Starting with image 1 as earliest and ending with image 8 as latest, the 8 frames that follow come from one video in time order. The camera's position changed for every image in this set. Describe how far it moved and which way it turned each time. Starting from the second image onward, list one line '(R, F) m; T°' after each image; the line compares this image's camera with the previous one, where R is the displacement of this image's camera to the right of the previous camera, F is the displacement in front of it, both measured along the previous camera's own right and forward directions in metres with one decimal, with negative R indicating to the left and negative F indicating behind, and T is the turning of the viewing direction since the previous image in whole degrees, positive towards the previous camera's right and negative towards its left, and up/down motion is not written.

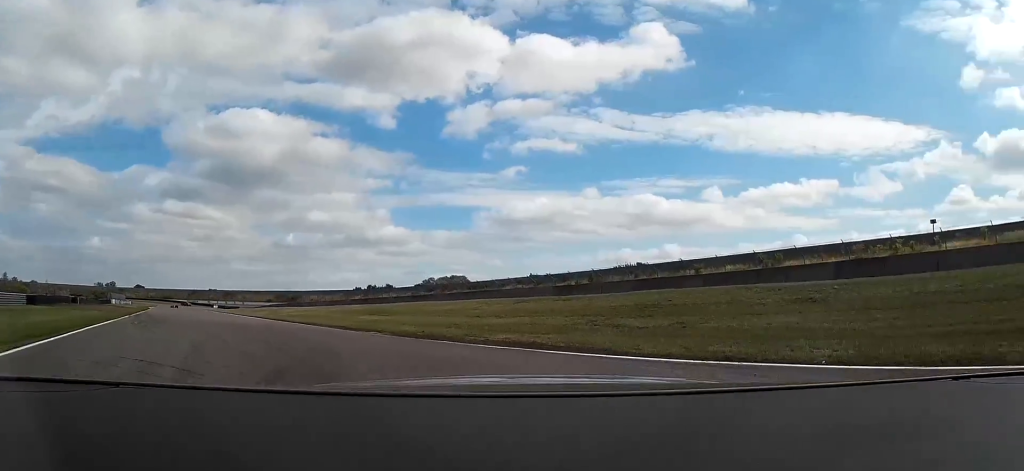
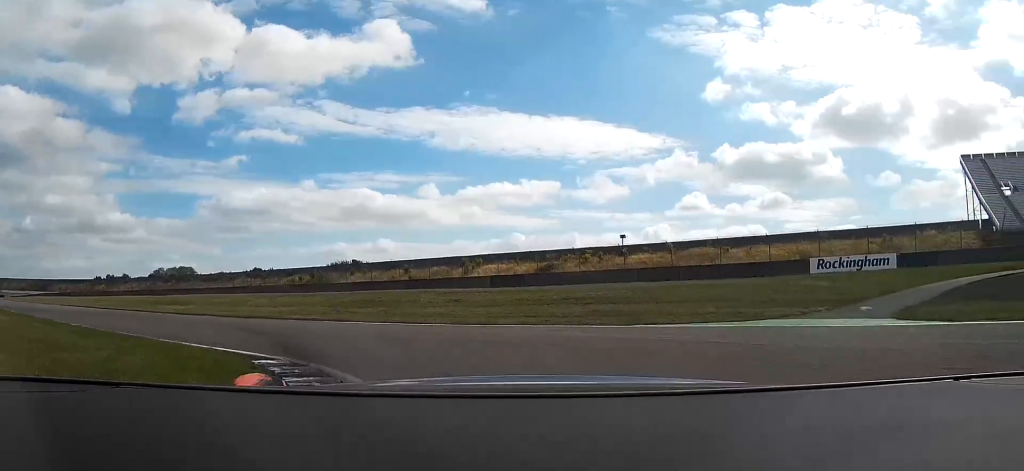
(+4.2, +16.7) m; +26°
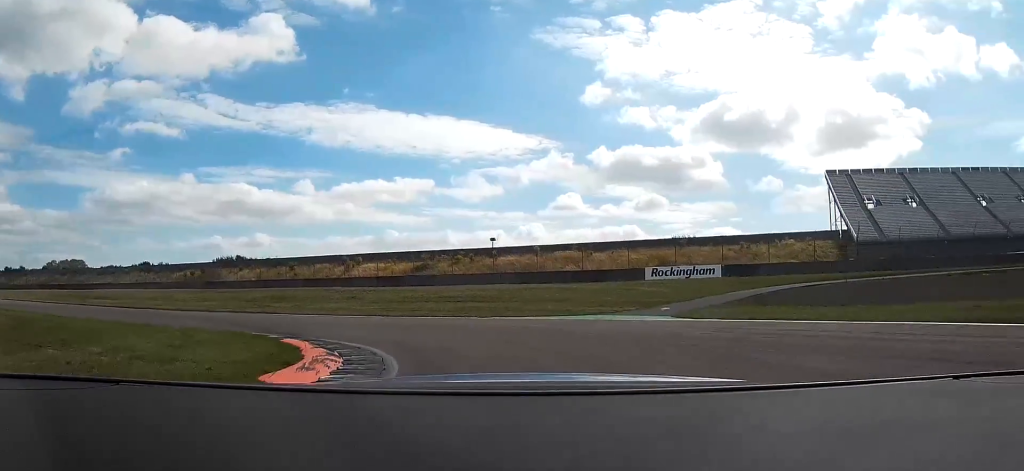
(+1.5, +9.5) m; +8°
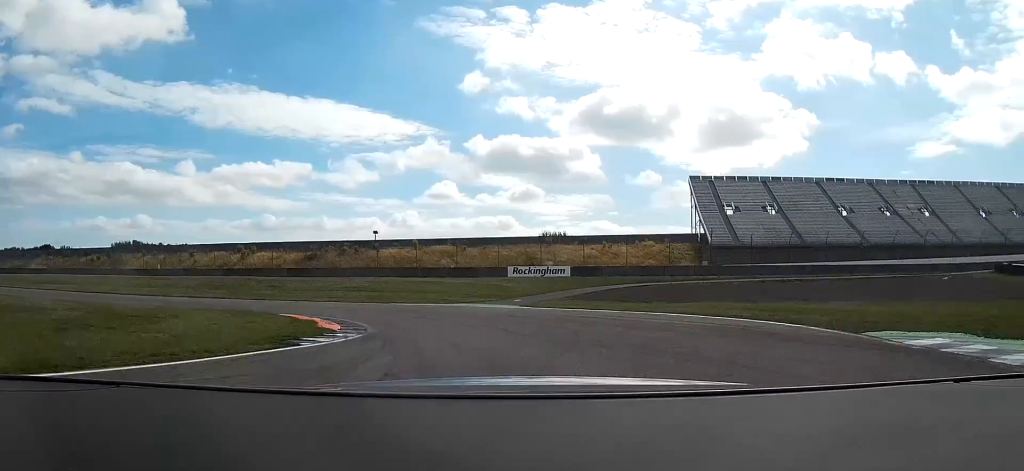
(+0.9, +12.0) m; +8°
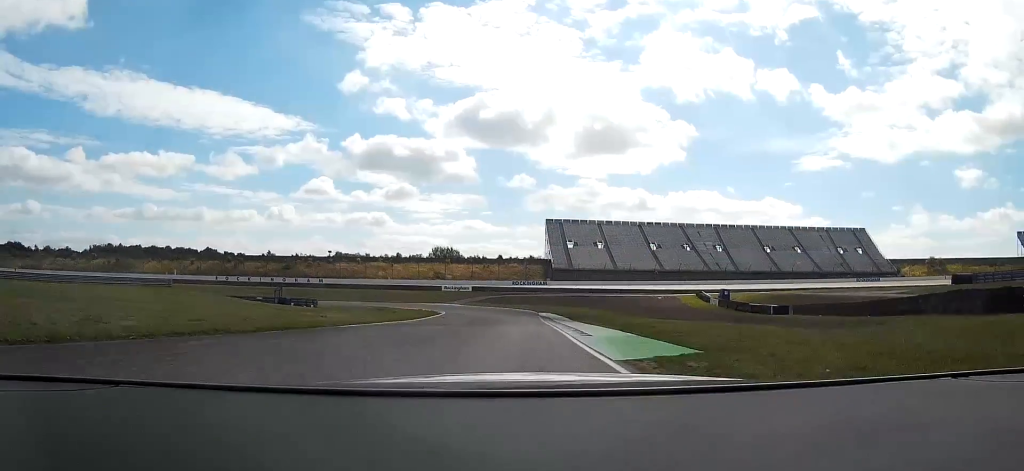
(+11.0, +70.7) m; +14°
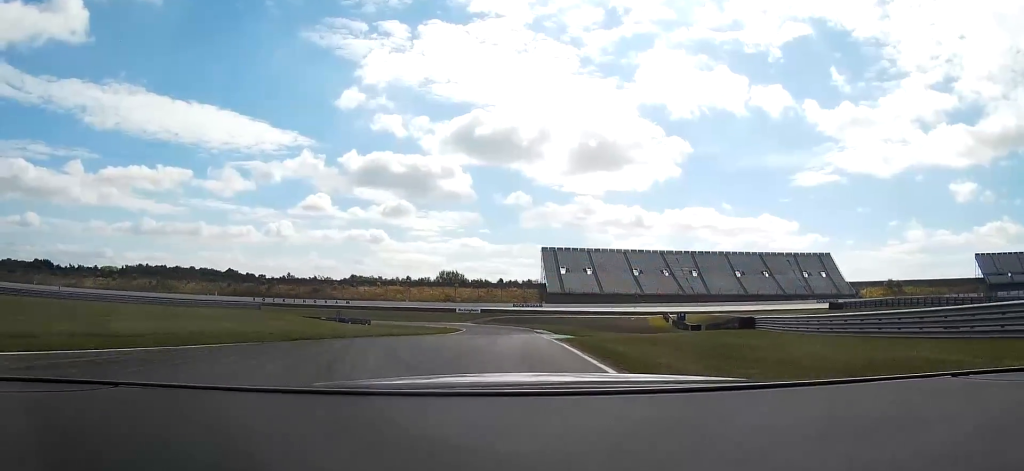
(+0.9, +36.6) m; +4°
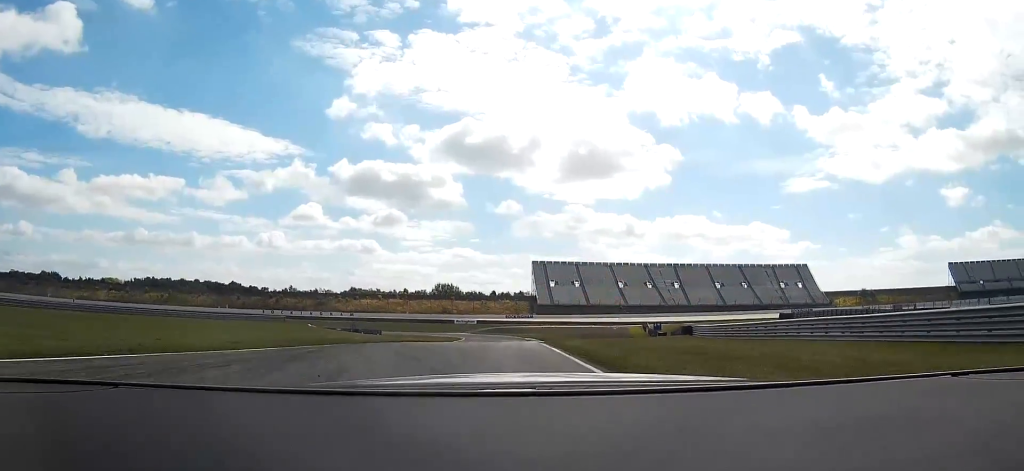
(+0.9, +17.2) m; +13°
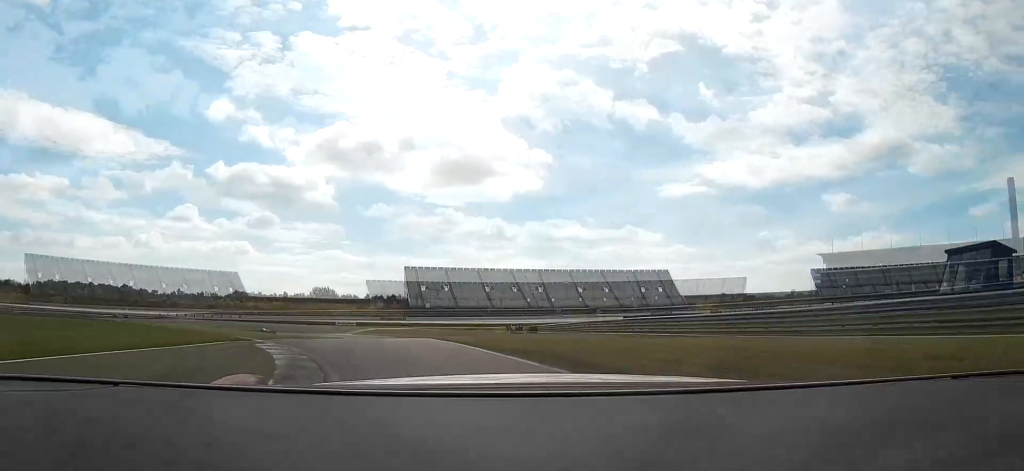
(+3.4, +18.8) m; +23°
